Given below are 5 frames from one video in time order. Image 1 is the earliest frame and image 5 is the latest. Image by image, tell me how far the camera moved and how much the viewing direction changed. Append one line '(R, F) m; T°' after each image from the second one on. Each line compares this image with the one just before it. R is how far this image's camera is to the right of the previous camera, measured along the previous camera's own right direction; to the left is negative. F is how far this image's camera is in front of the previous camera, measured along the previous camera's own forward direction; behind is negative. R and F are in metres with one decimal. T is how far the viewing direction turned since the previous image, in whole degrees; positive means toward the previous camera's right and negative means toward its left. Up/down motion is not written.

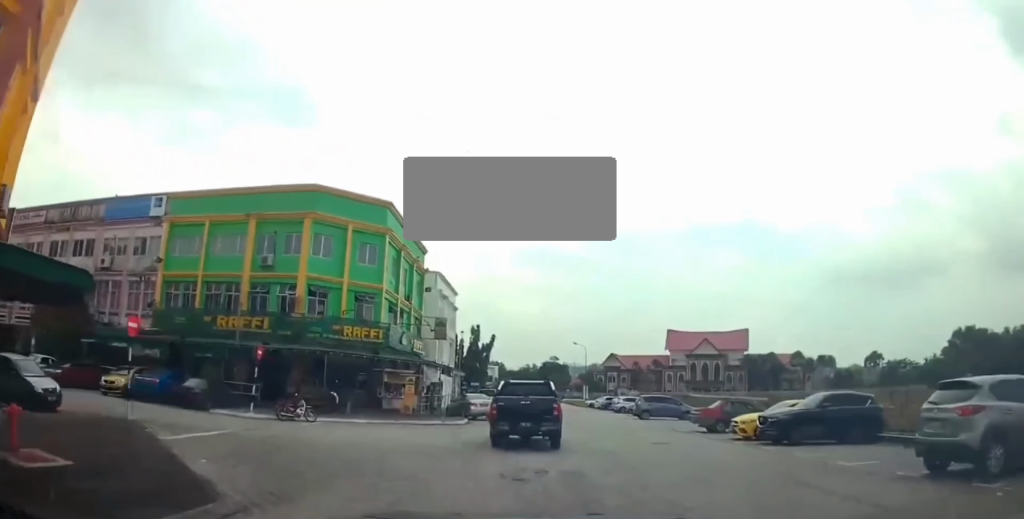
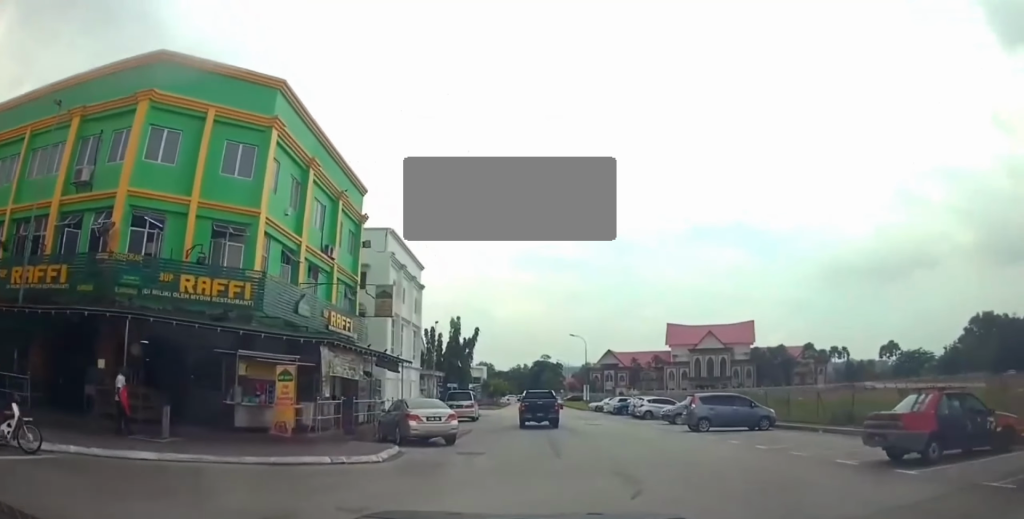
(0.0, +11.3) m; 0°
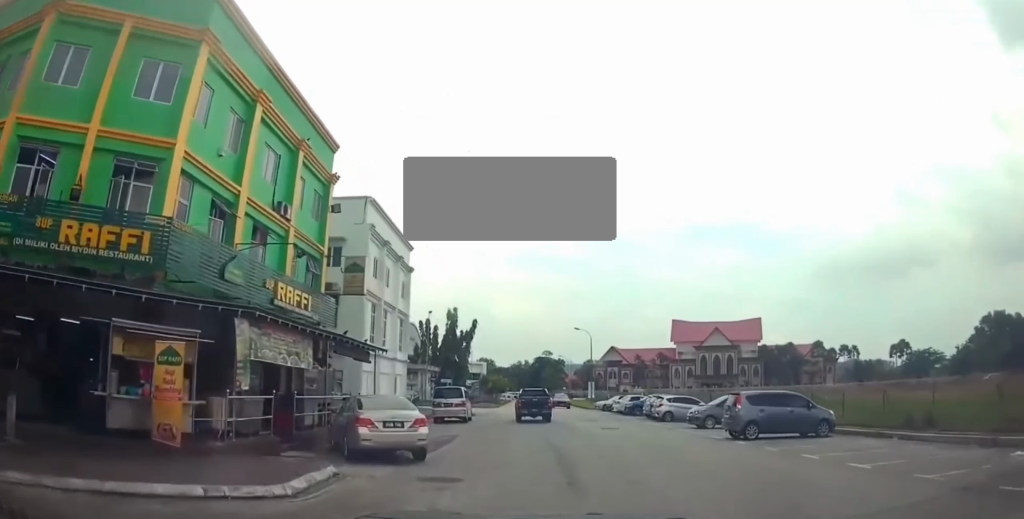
(0.0, +4.3) m; 0°
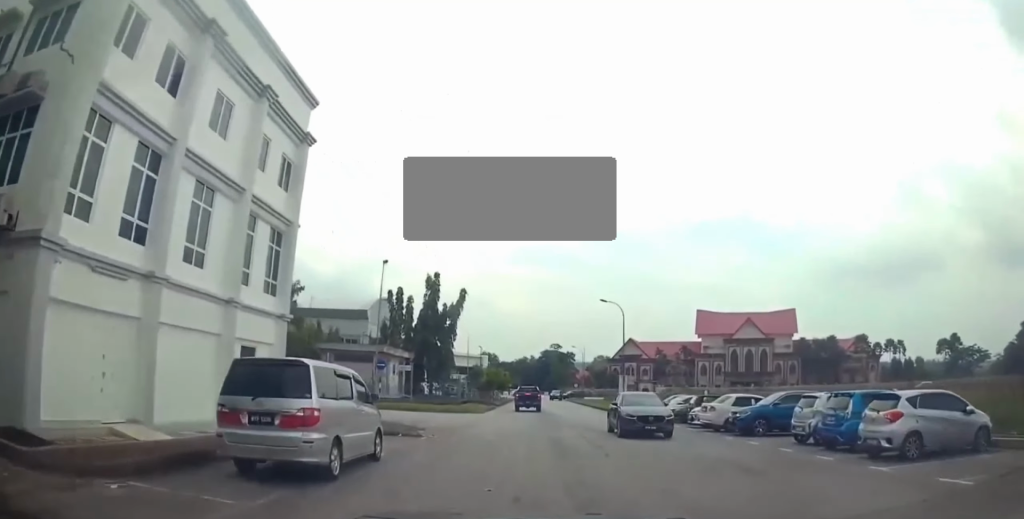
(0.0, +14.3) m; 0°
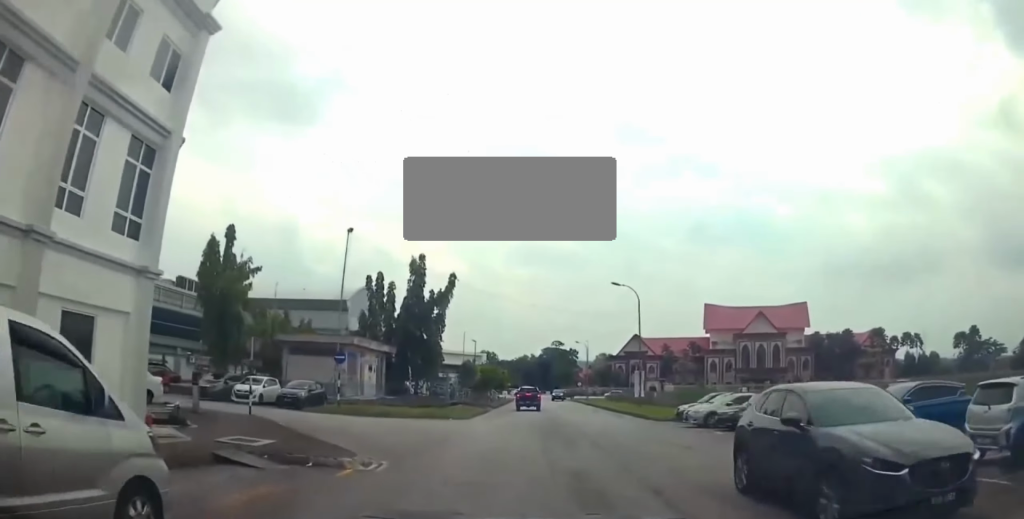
(0.0, +6.5) m; 0°
